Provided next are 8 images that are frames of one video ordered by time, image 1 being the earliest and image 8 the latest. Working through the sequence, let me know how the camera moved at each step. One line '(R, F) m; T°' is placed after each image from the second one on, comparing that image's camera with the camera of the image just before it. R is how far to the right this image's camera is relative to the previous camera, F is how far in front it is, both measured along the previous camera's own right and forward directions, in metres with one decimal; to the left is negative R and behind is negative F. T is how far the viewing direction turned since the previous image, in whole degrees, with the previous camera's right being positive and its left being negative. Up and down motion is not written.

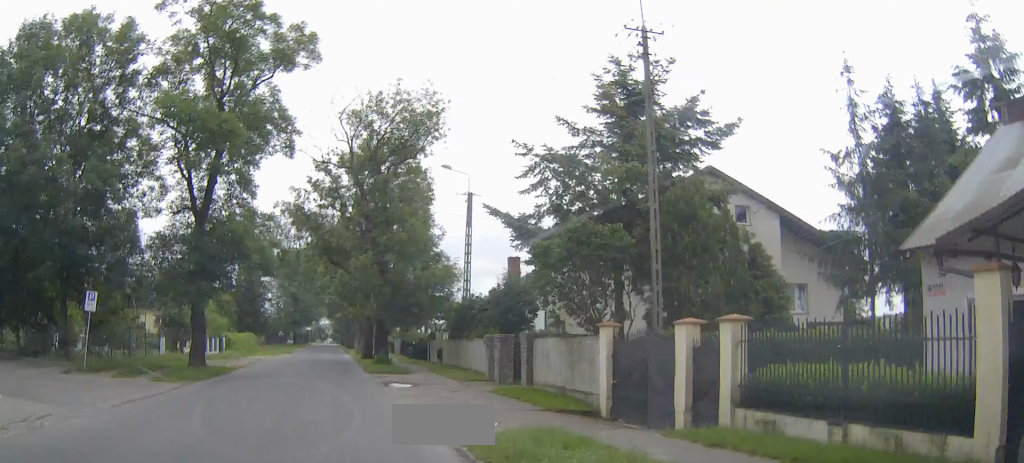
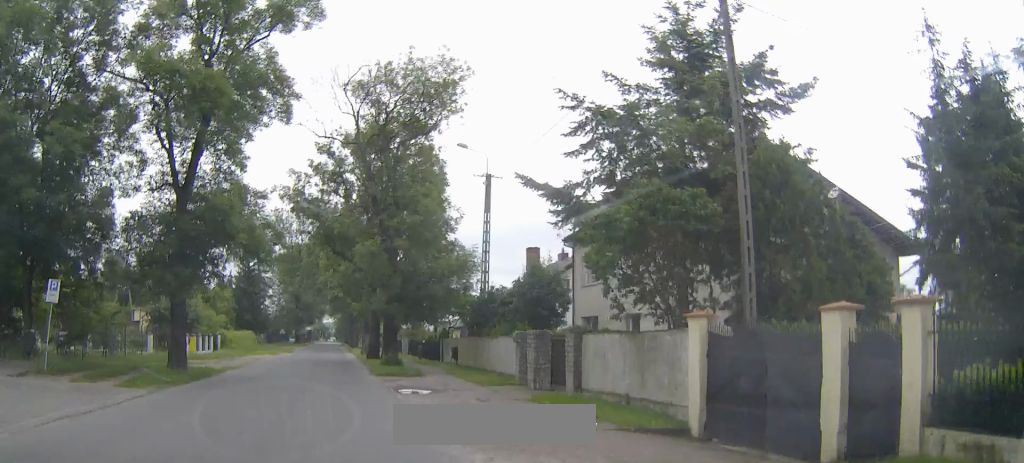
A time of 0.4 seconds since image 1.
(0.0, +3.8) m; 0°
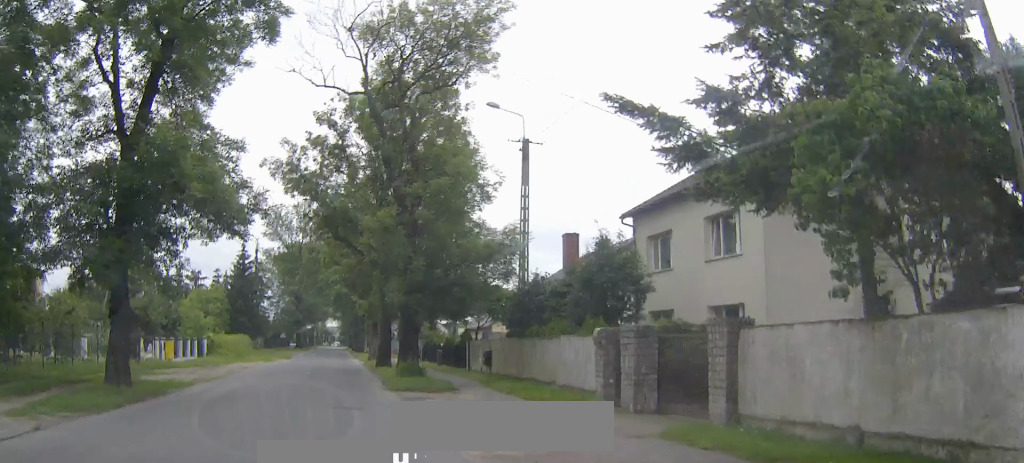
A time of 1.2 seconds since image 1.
(0.0, +7.3) m; -1°
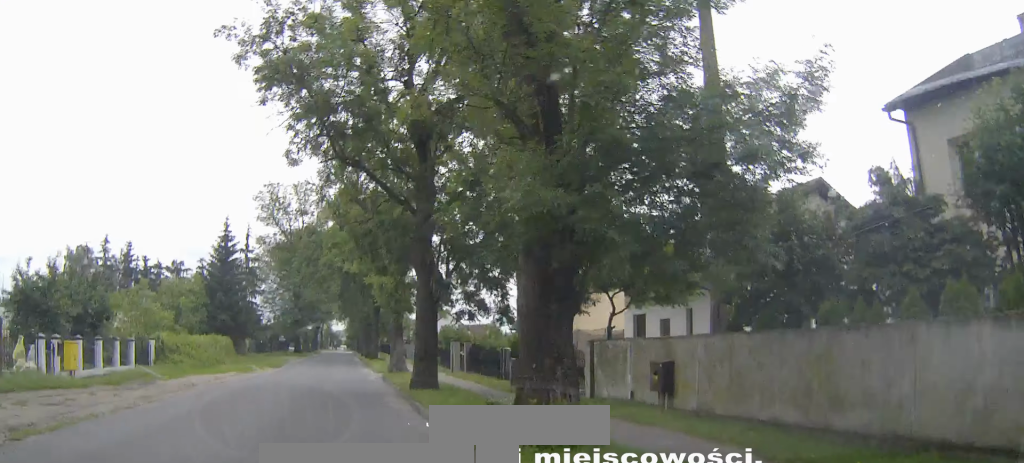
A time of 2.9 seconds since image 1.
(-0.3, +15.7) m; -1°
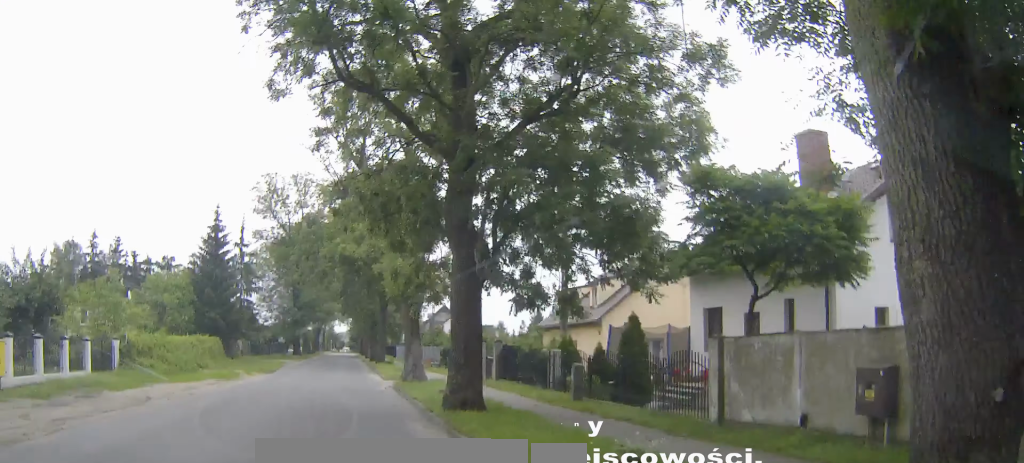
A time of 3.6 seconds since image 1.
(0.0, +6.1) m; +1°
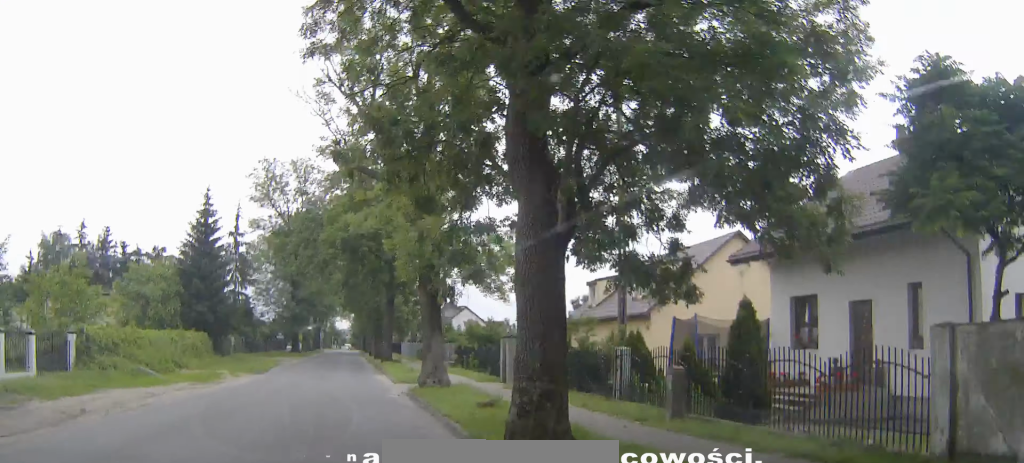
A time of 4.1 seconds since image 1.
(+0.1, +5.0) m; 0°
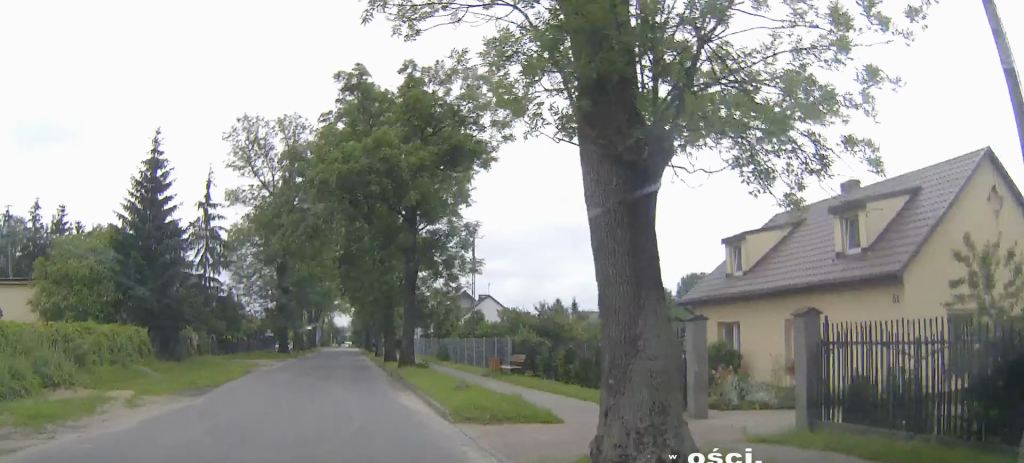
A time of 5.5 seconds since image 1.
(-0.1, +14.2) m; -1°
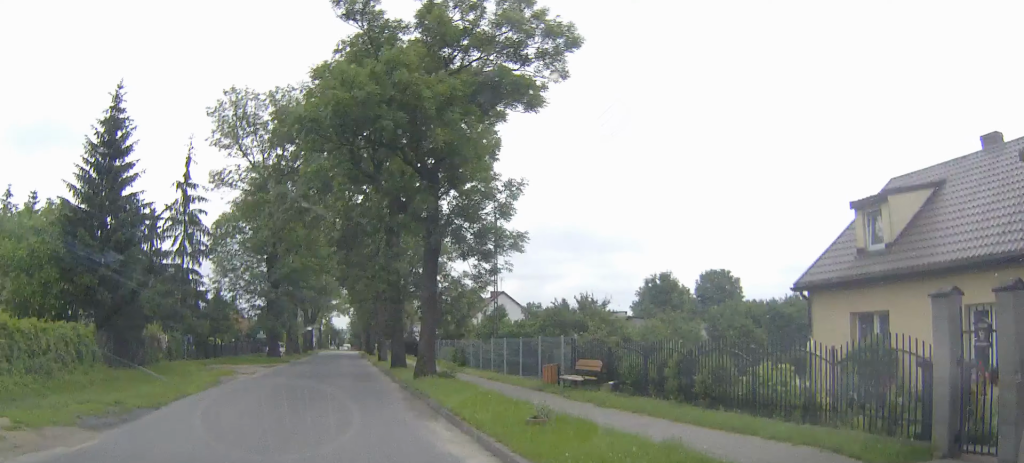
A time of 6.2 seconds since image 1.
(-0.1, +7.3) m; 0°
